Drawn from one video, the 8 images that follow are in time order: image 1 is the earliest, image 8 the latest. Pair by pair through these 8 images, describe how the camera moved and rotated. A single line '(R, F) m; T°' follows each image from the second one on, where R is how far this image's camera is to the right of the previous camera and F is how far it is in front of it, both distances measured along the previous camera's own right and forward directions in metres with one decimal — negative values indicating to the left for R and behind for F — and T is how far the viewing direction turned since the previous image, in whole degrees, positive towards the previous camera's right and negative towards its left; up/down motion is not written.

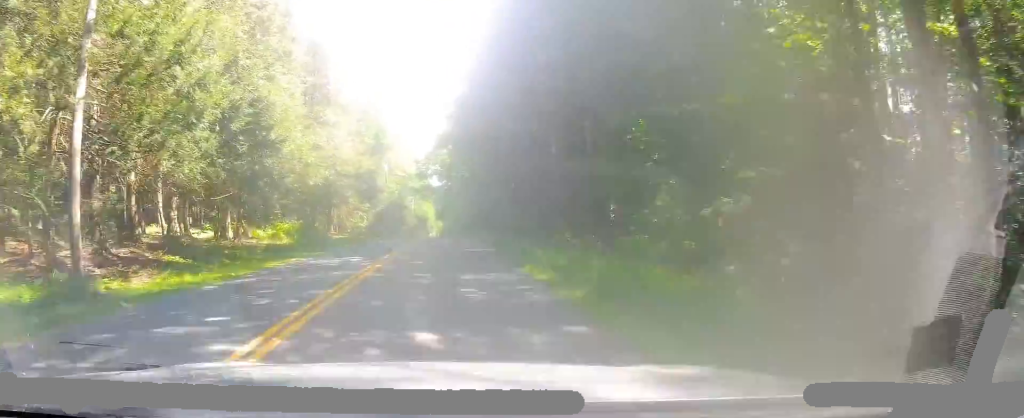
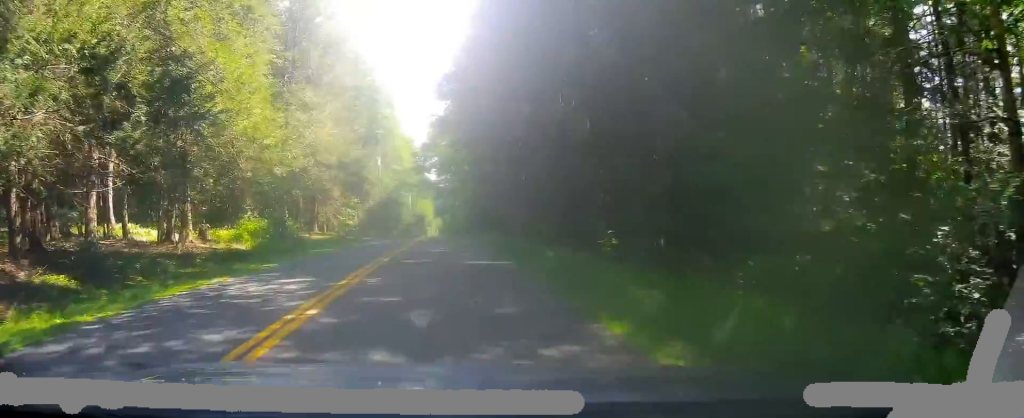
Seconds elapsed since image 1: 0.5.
(0.0, +6.9) m; 0°
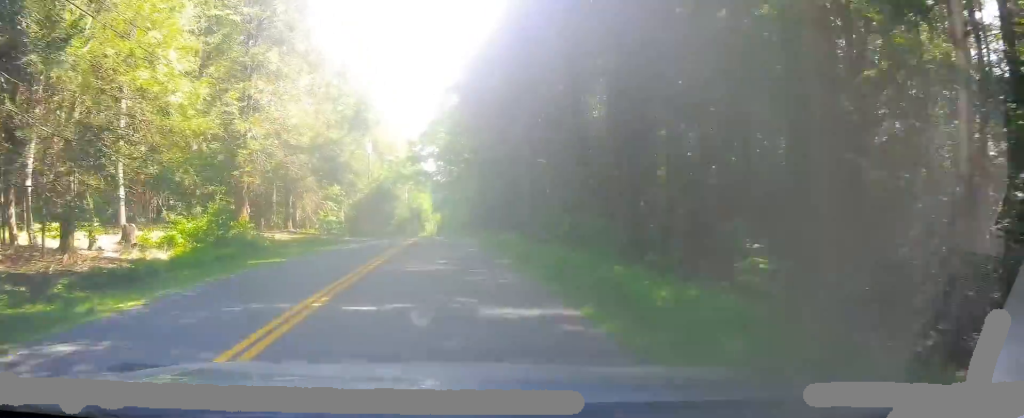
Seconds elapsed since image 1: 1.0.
(0.0, +8.3) m; 0°
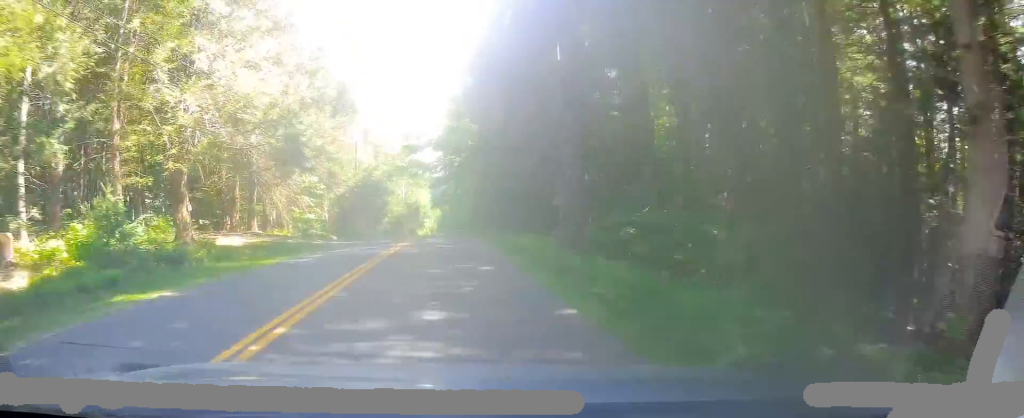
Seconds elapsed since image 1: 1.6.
(0.0, +7.8) m; 0°
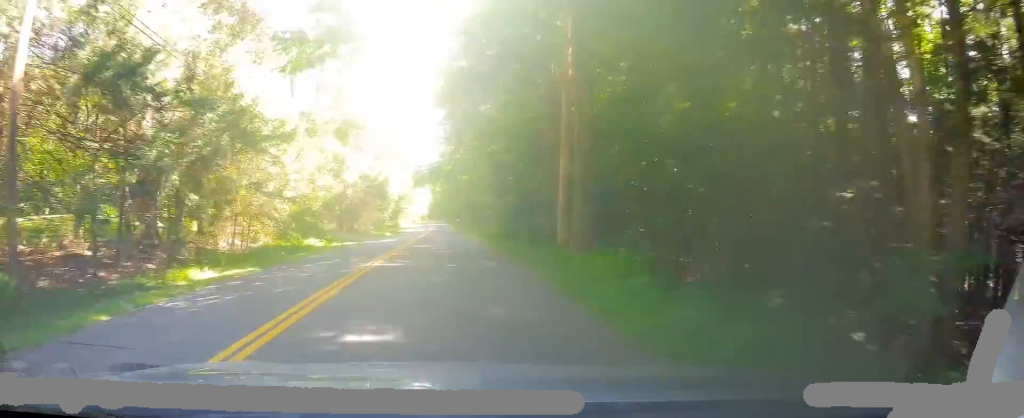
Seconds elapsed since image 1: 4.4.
(-0.2, +43.7) m; +1°
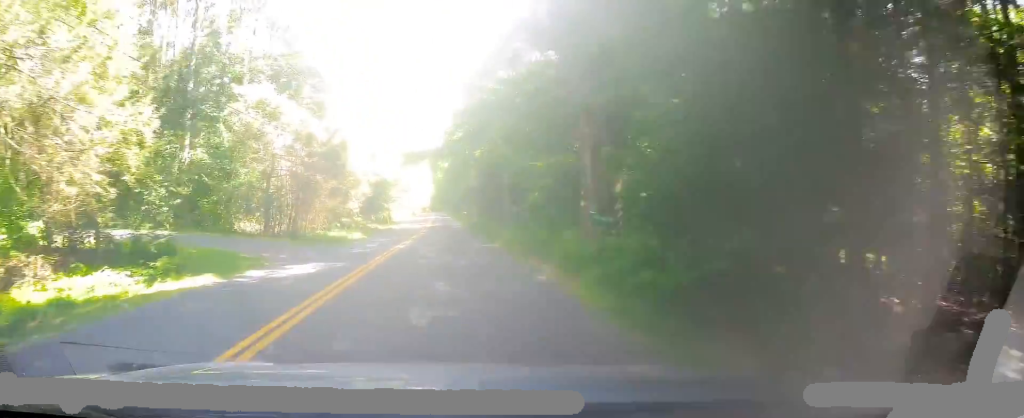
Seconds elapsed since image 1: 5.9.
(0.0, +24.0) m; -1°
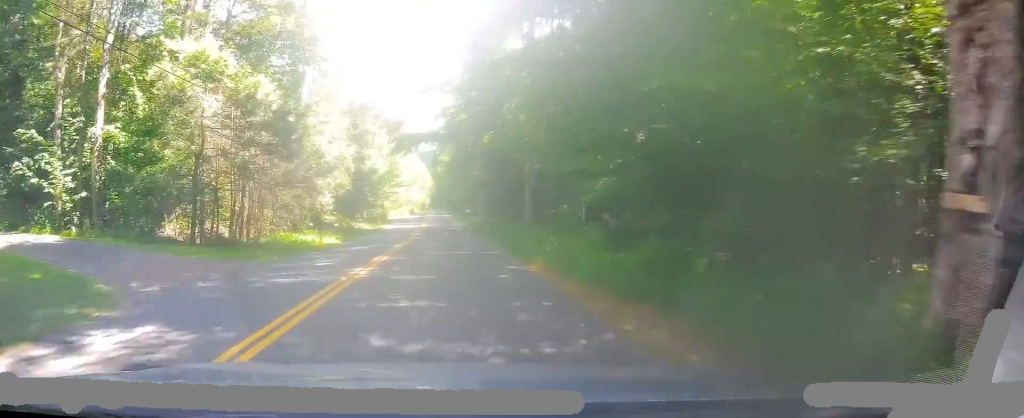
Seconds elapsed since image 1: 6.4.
(-0.2, +9.4) m; -1°
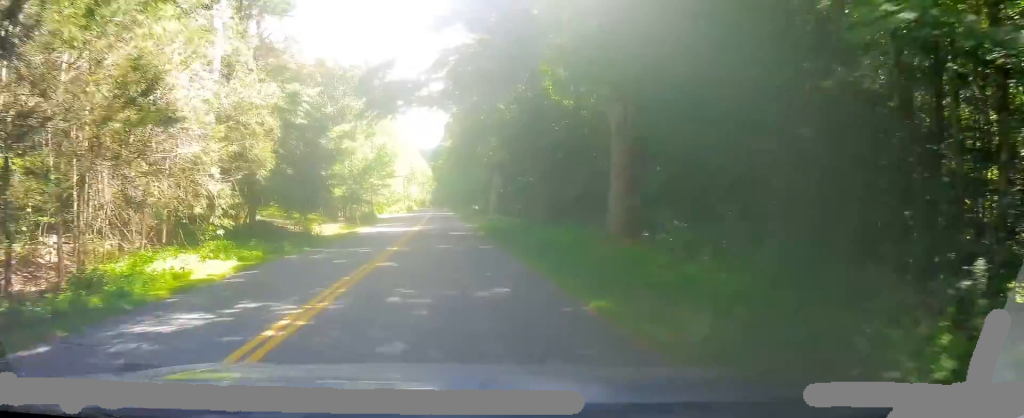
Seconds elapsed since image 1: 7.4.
(0.0, +15.5) m; 0°
